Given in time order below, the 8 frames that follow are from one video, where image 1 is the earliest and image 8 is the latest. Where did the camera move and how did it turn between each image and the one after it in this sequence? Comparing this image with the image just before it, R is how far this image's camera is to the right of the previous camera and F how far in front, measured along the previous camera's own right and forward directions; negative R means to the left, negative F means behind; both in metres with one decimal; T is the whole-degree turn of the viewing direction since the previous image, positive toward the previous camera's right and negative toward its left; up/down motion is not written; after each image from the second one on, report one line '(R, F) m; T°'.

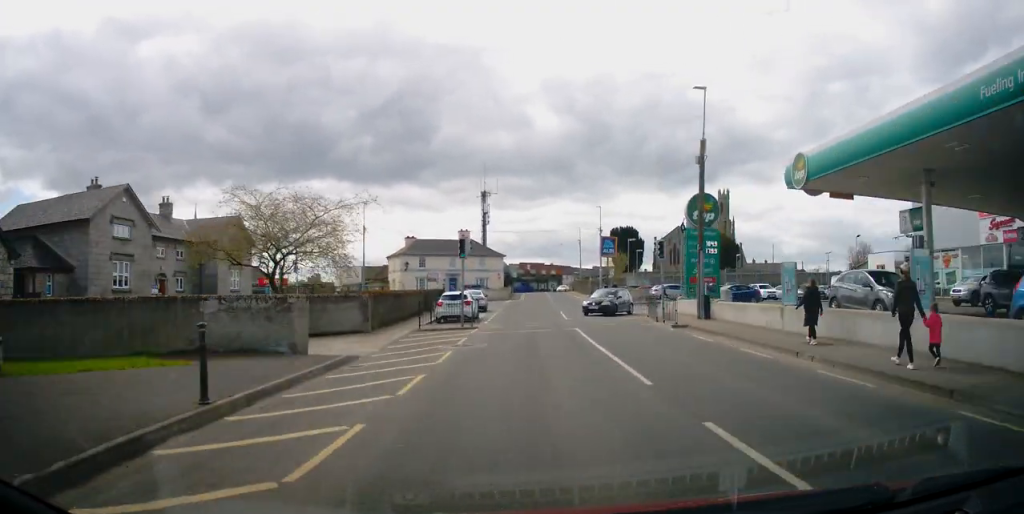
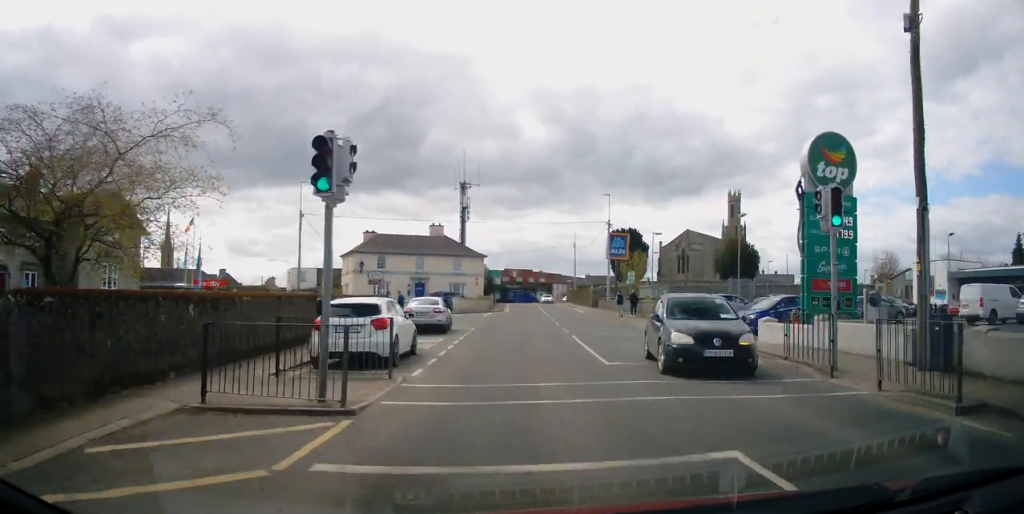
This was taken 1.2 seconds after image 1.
(+0.3, +15.7) m; +2°
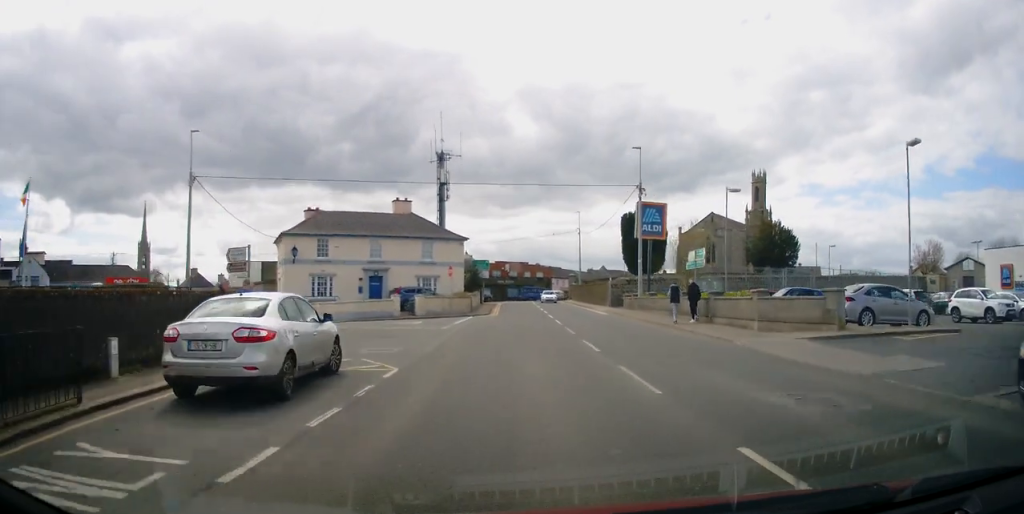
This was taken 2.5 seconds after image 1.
(+0.4, +16.4) m; +1°
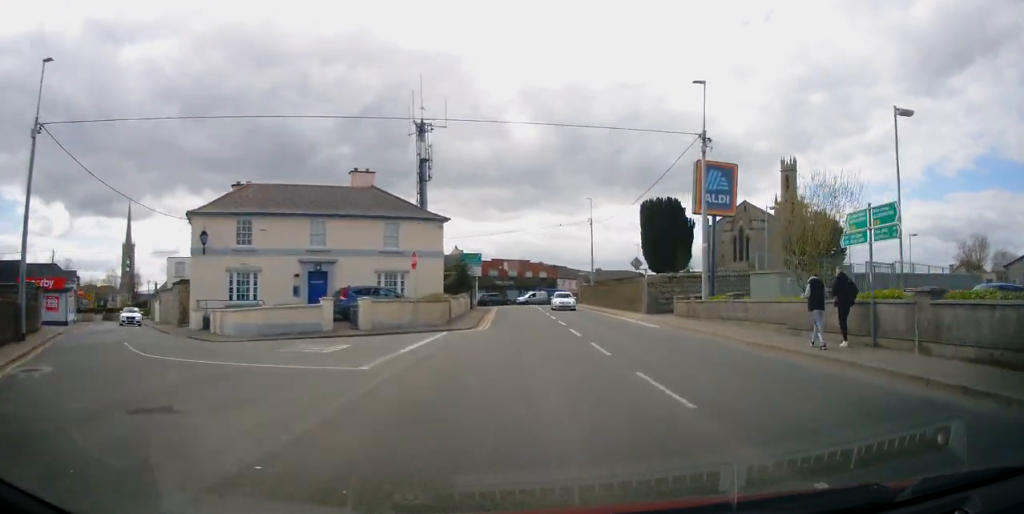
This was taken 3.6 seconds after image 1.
(-0.1, +13.0) m; +1°
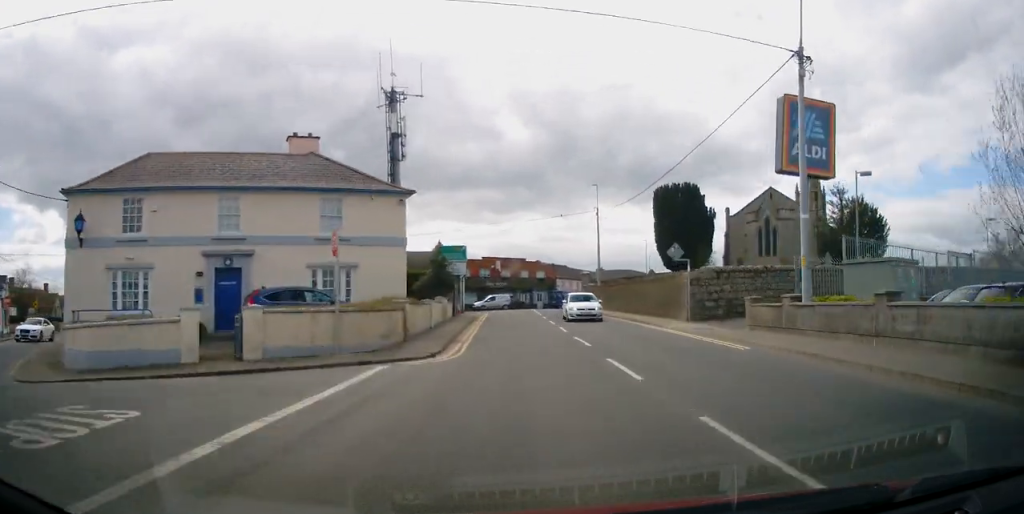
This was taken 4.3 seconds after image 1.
(+0.2, +9.5) m; 0°
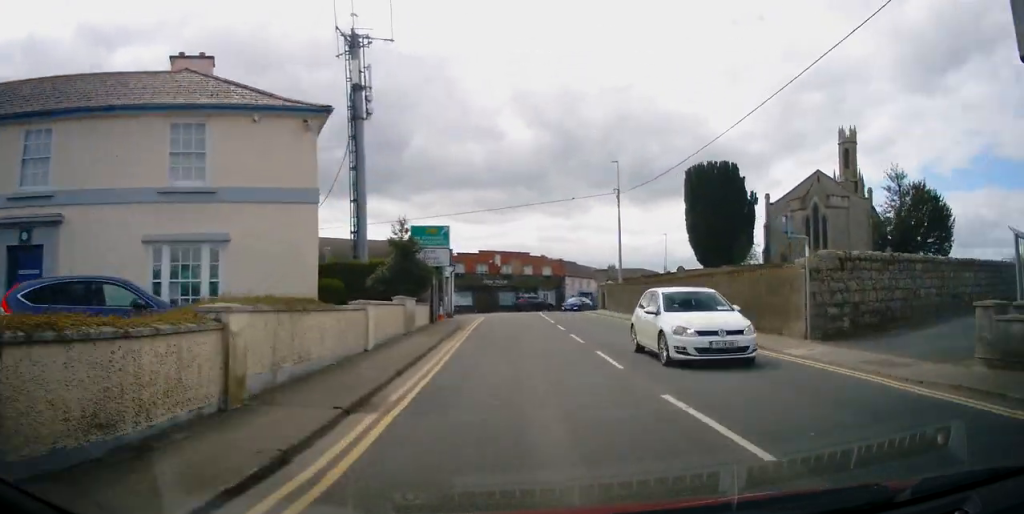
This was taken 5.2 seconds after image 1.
(0.0, +10.6) m; -1°
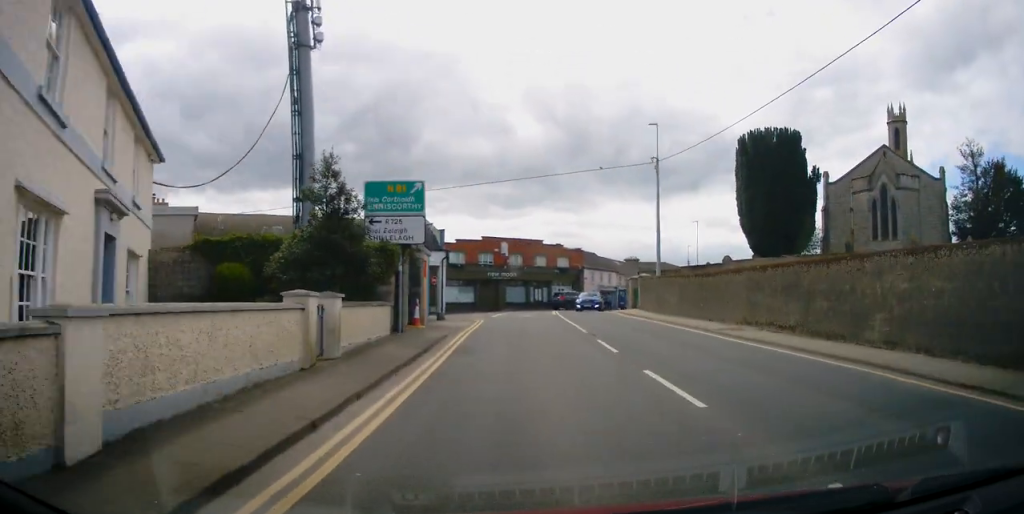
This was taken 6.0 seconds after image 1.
(-0.3, +9.9) m; -1°
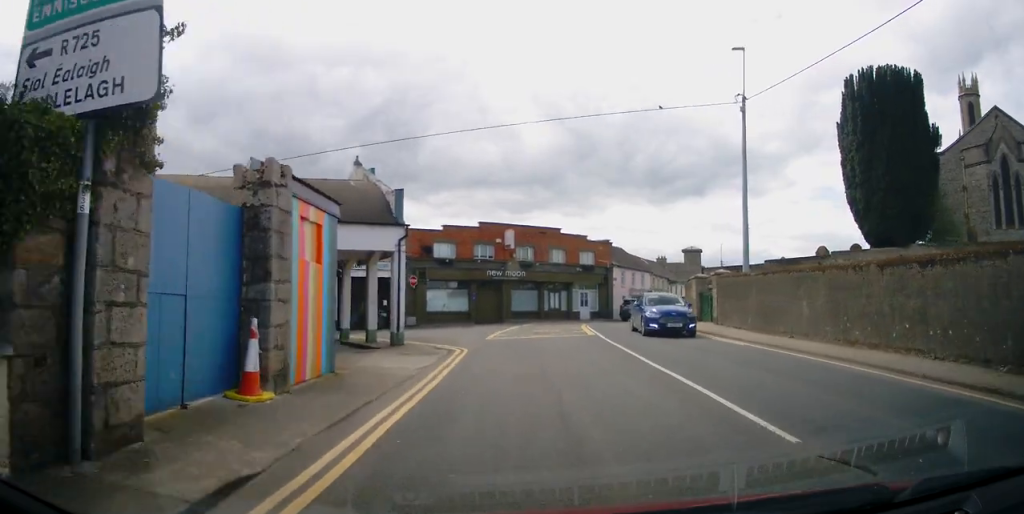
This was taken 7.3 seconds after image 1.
(+0.2, +13.9) m; 0°
